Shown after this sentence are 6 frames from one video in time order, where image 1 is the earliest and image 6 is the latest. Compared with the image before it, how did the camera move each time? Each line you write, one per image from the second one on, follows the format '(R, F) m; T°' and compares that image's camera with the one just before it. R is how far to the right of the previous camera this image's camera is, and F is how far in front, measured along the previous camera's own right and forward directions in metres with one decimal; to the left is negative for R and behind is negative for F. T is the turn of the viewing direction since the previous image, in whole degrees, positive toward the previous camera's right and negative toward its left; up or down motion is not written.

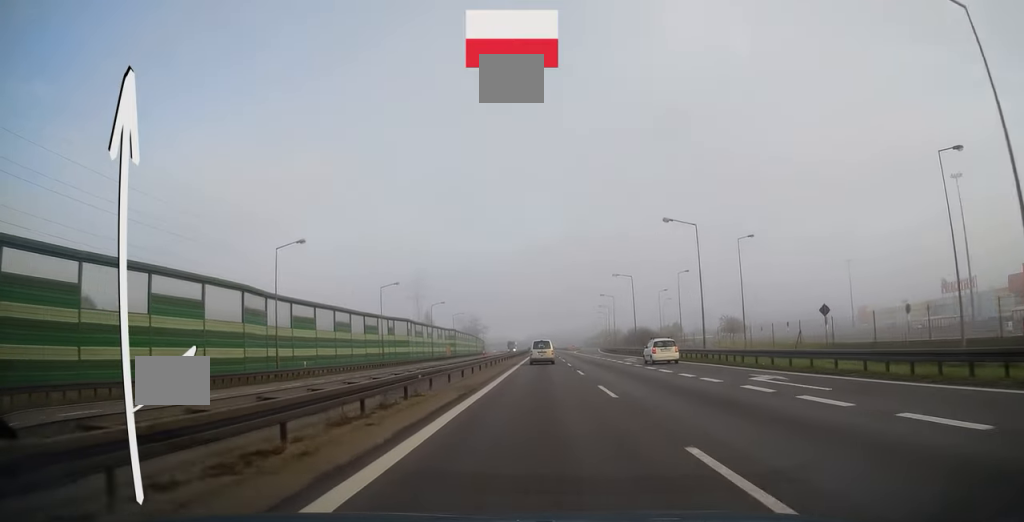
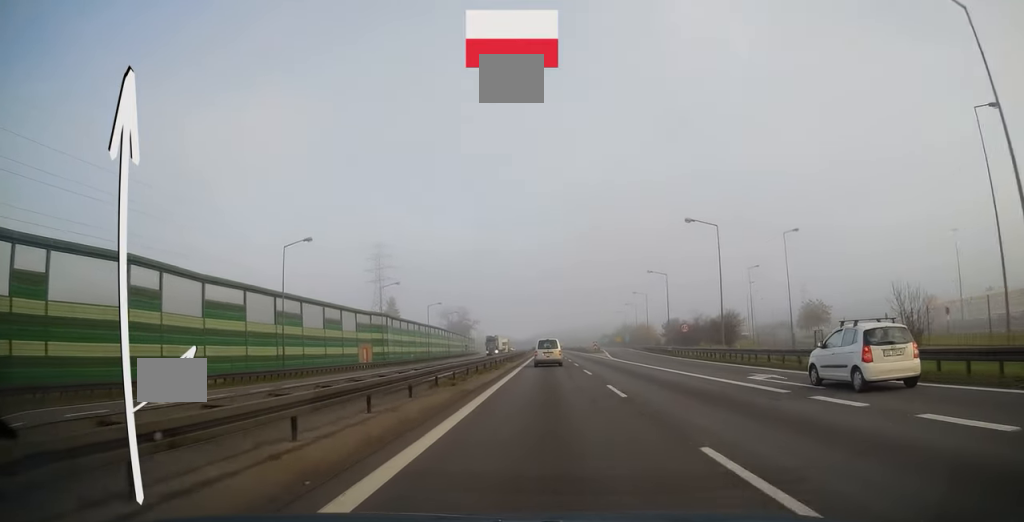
(-0.2, +58.6) m; 0°
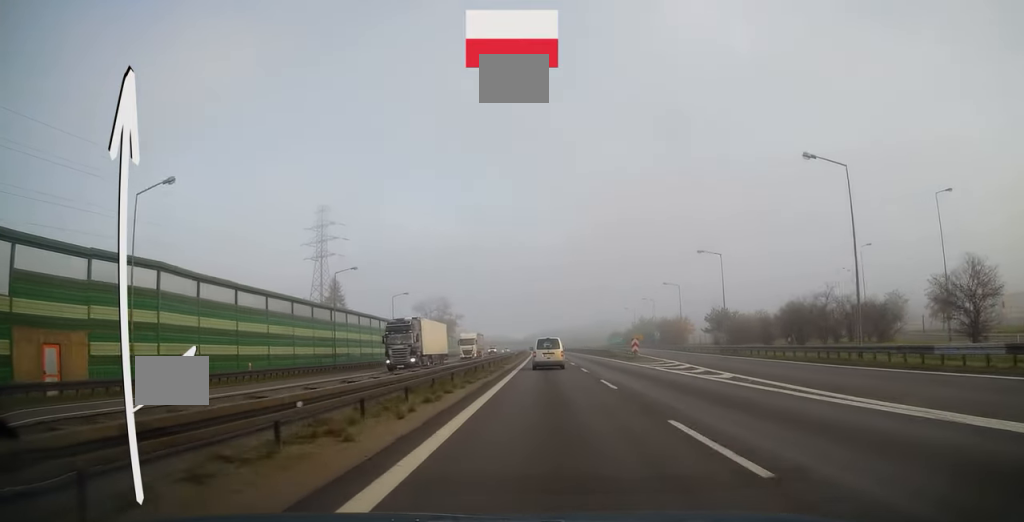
(0.0, +44.7) m; 0°
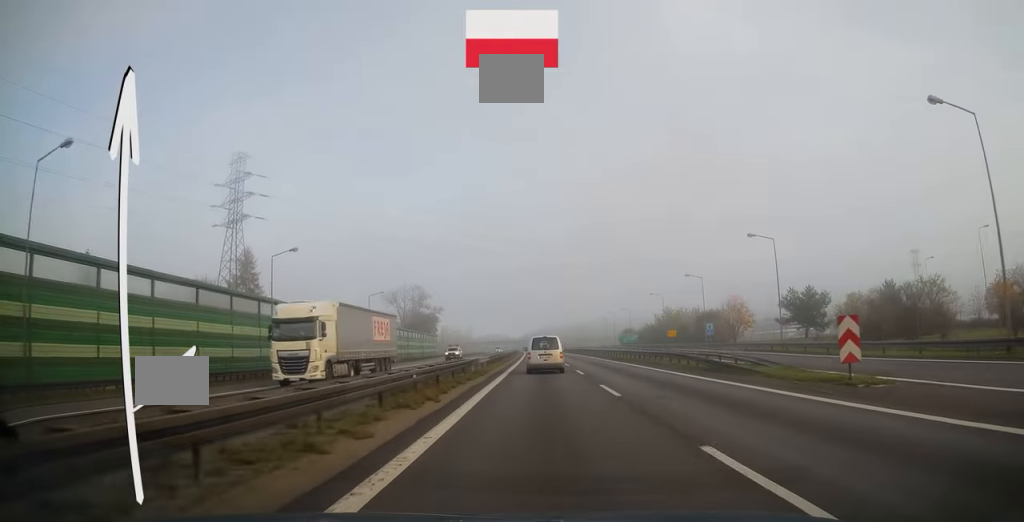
(0.0, +37.9) m; 0°
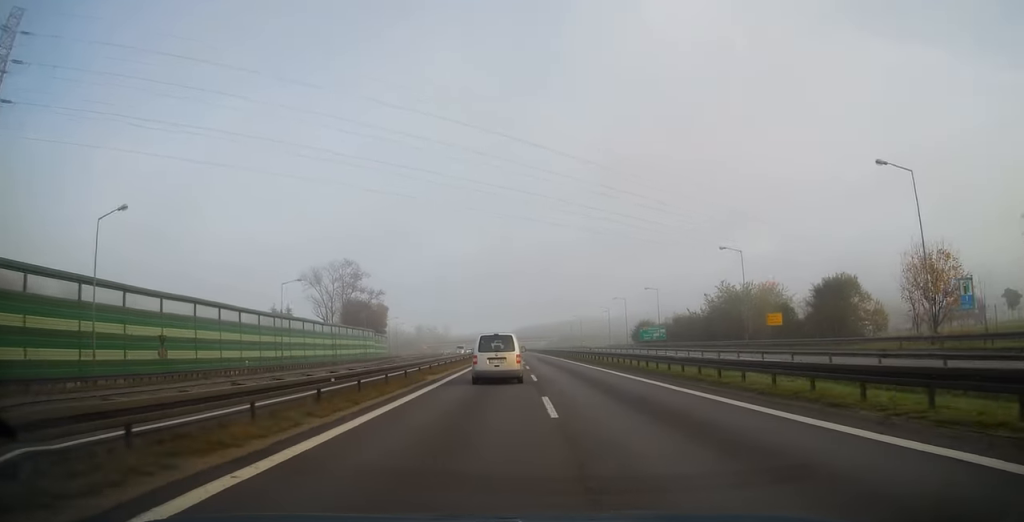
(+0.4, +51.2) m; +1°
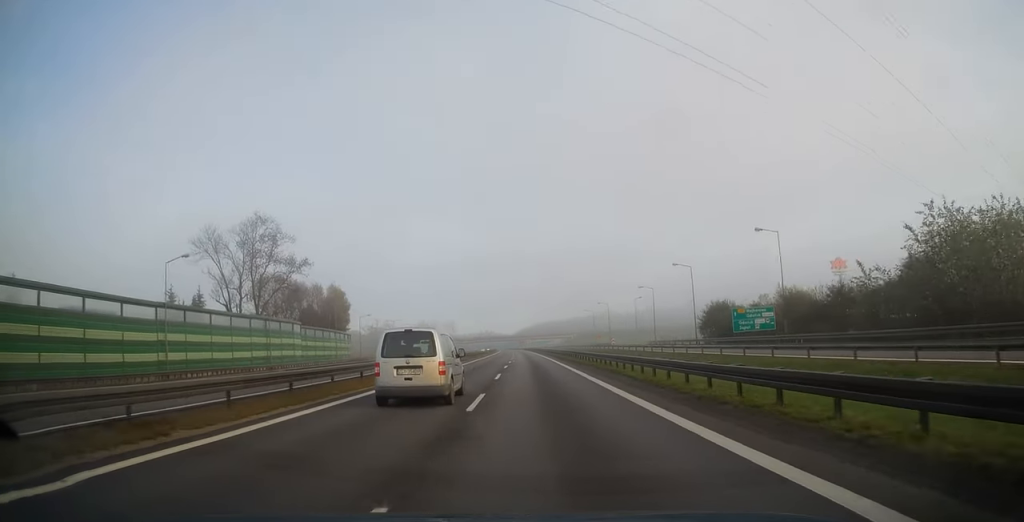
(0.0, +45.6) m; -1°
